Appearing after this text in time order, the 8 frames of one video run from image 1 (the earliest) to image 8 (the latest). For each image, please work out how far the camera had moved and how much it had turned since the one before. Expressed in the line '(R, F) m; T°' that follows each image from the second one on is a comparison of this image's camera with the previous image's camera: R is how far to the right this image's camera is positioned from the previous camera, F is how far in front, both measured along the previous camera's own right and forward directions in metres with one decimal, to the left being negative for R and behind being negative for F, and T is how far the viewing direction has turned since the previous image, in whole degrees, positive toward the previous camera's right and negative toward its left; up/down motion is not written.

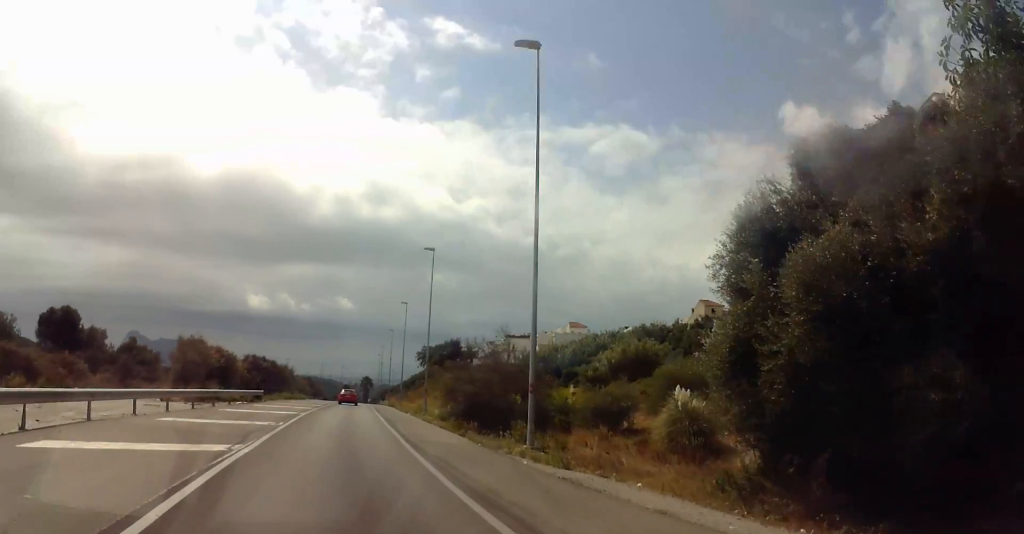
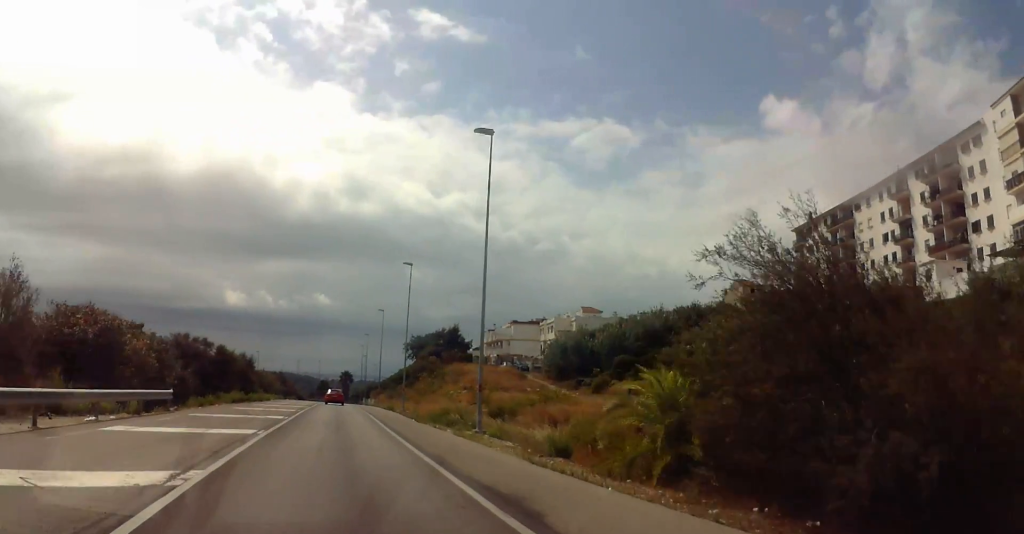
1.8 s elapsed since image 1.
(+0.3, +24.0) m; +1°
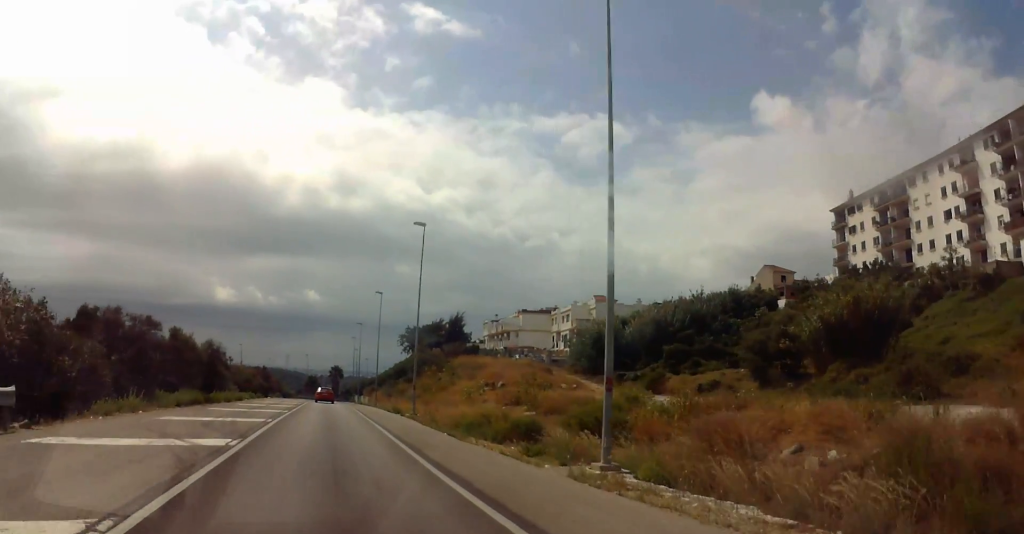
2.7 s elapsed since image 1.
(0.0, +13.0) m; 0°
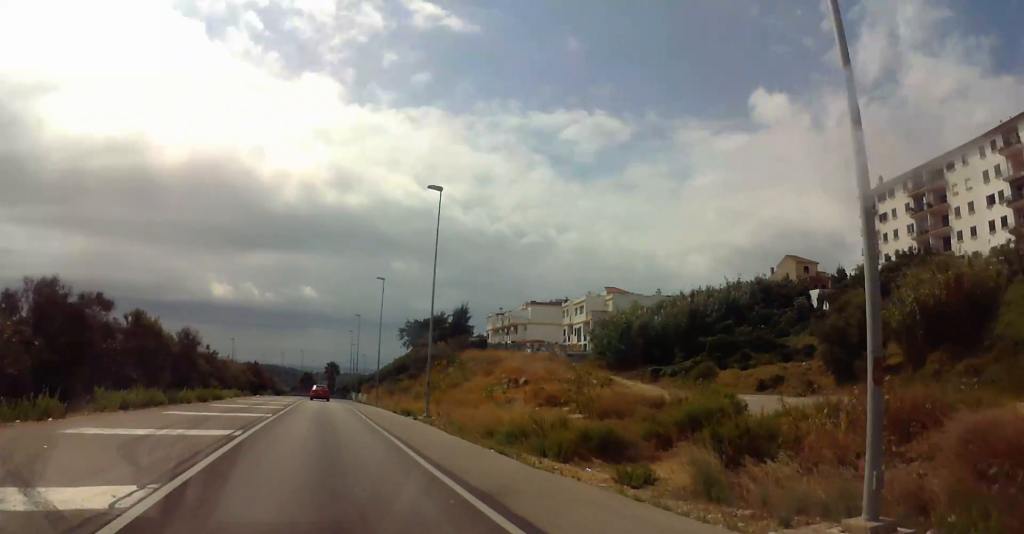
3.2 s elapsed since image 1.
(0.0, +8.1) m; 0°
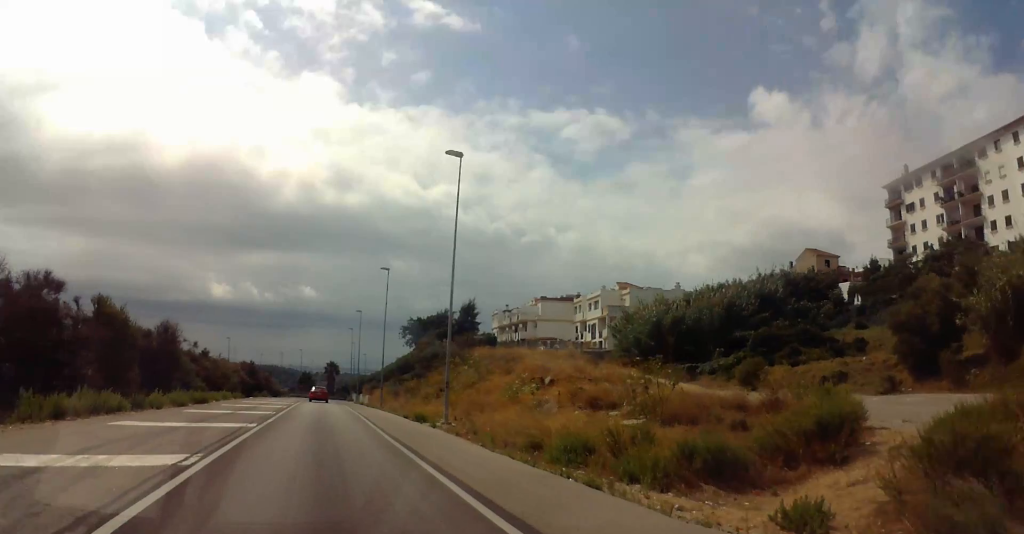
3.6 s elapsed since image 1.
(0.0, +5.8) m; 0°
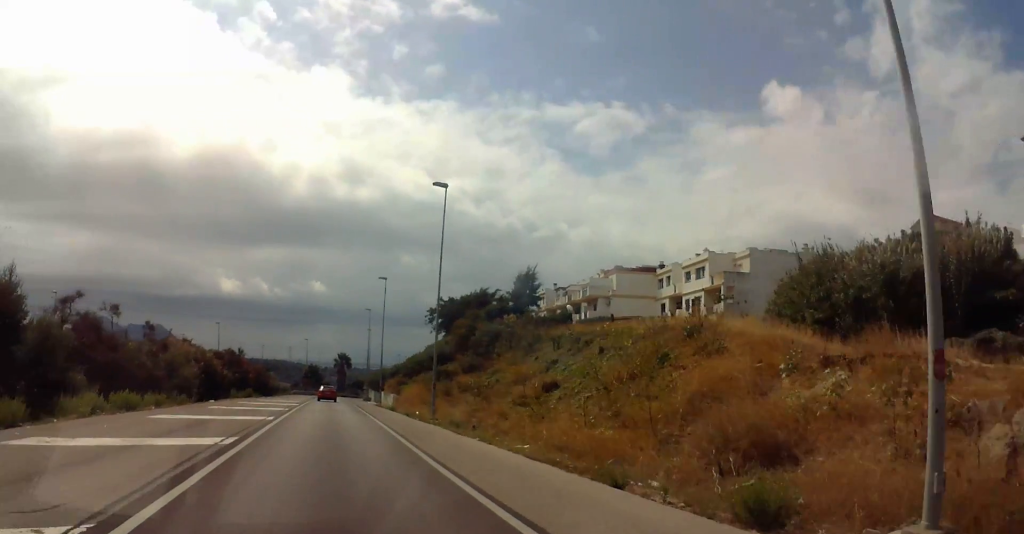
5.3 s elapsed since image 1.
(0.0, +24.6) m; 0°
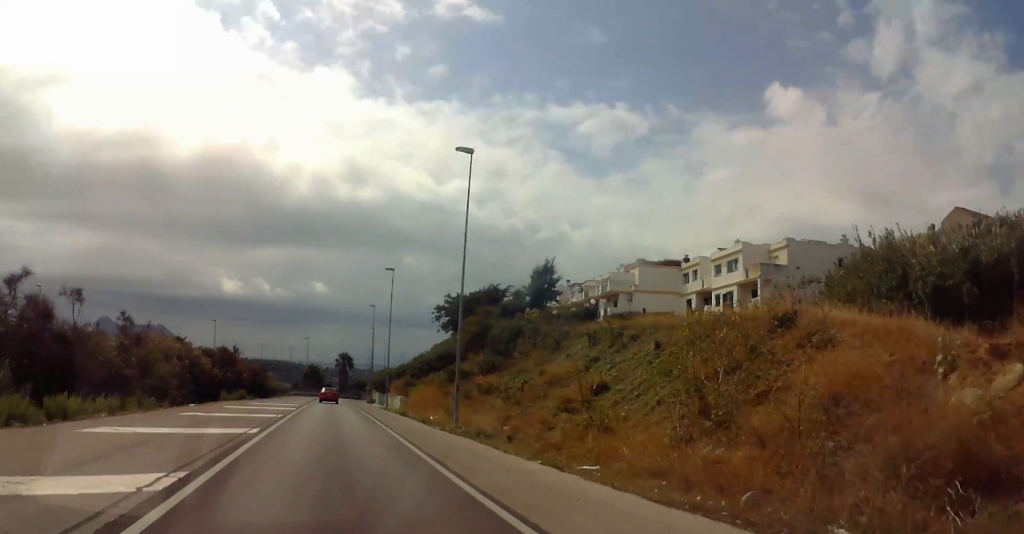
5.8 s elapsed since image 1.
(0.0, +6.5) m; 0°
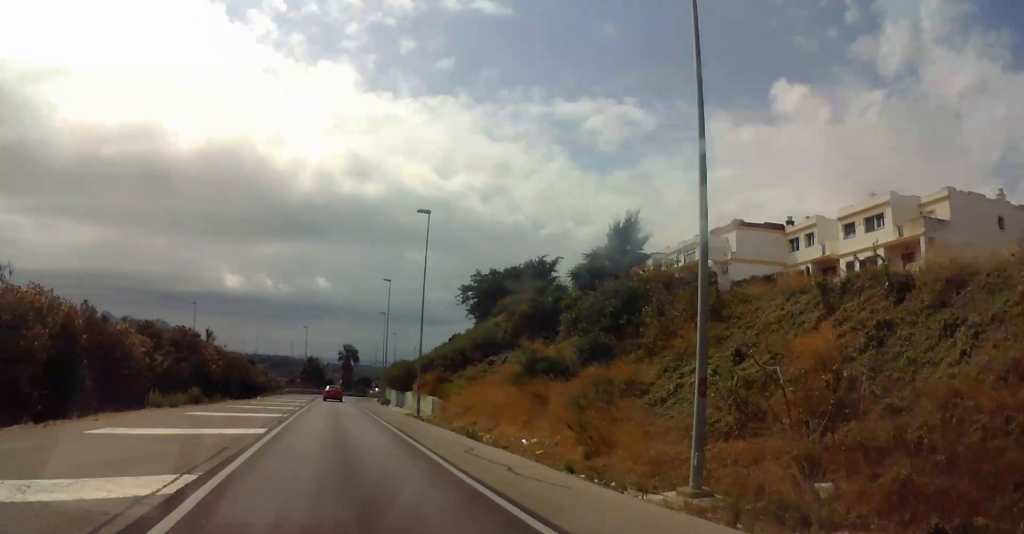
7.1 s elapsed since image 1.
(+0.1, +19.4) m; +1°
